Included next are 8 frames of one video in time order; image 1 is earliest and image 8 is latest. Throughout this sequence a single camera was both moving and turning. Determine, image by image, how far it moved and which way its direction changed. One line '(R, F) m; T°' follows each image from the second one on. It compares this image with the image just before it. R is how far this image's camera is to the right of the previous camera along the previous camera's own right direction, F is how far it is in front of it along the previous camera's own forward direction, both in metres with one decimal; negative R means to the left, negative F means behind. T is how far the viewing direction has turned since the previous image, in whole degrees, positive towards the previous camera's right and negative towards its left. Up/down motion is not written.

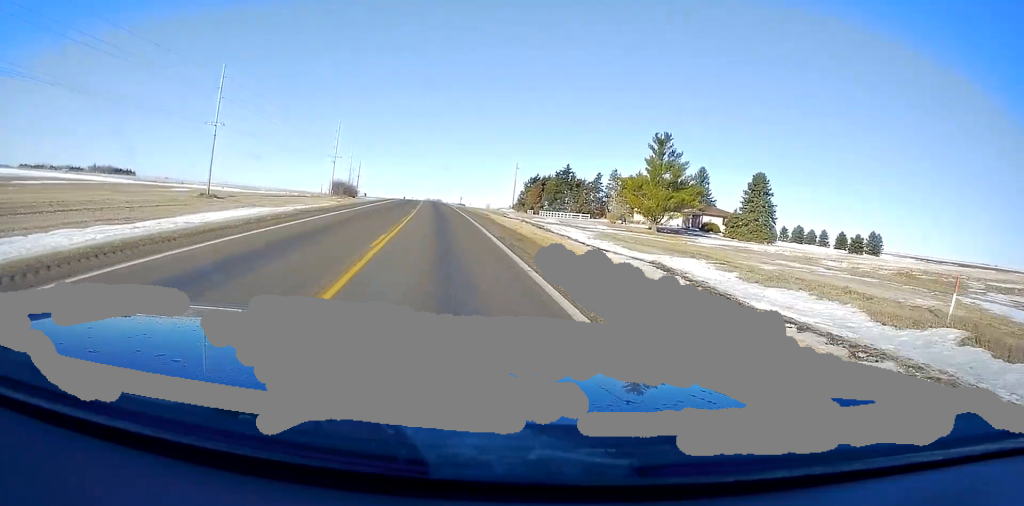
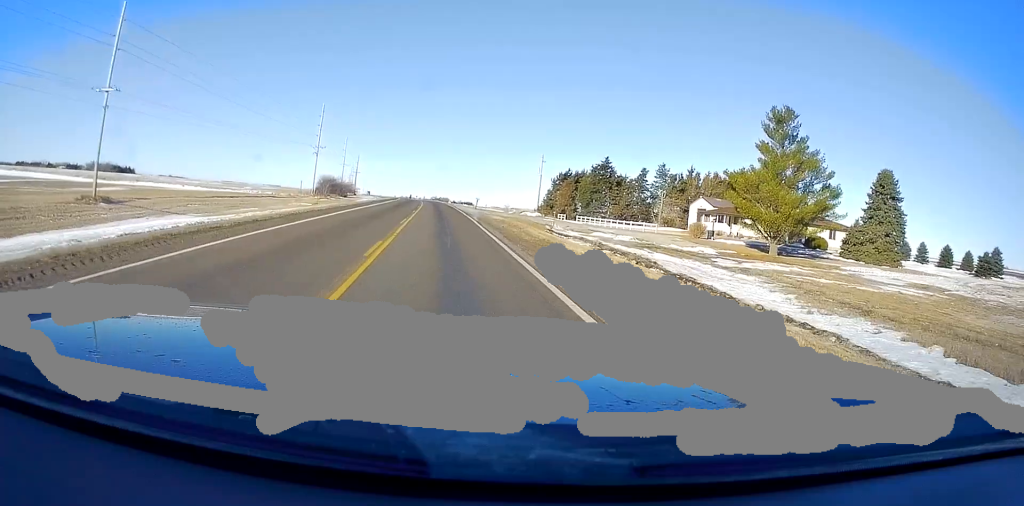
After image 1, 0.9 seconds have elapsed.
(0.0, +26.8) m; -1°
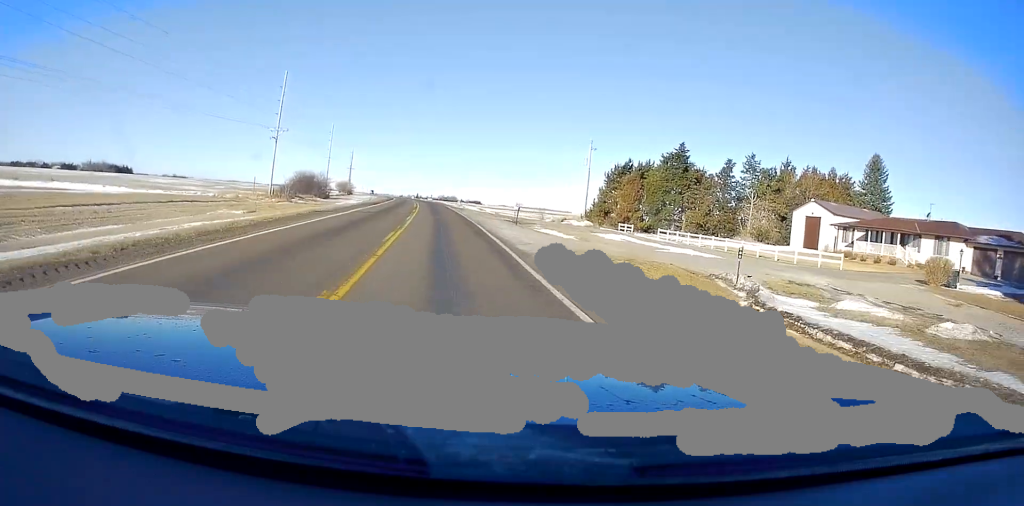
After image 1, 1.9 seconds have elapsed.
(-0.3, +32.5) m; -2°
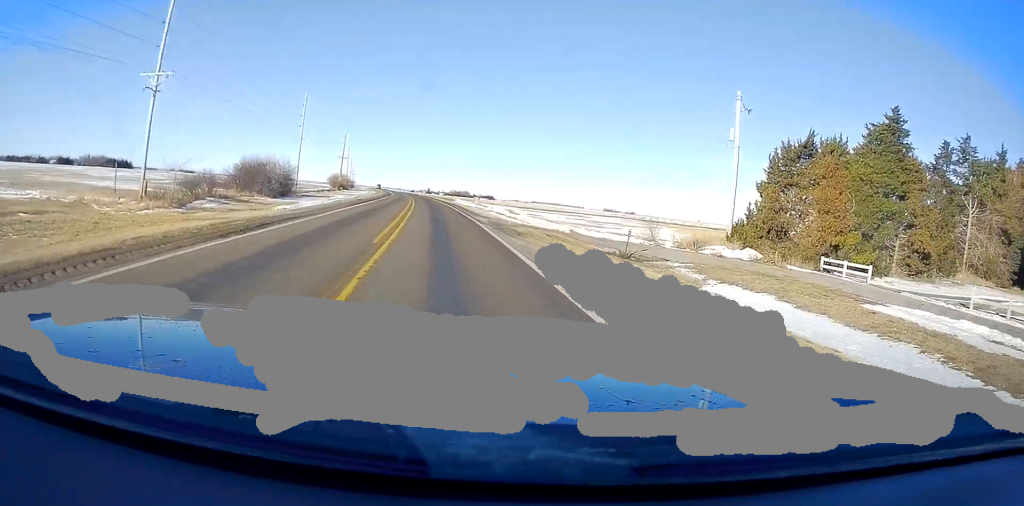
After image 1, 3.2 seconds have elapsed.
(-0.7, +39.0) m; -1°
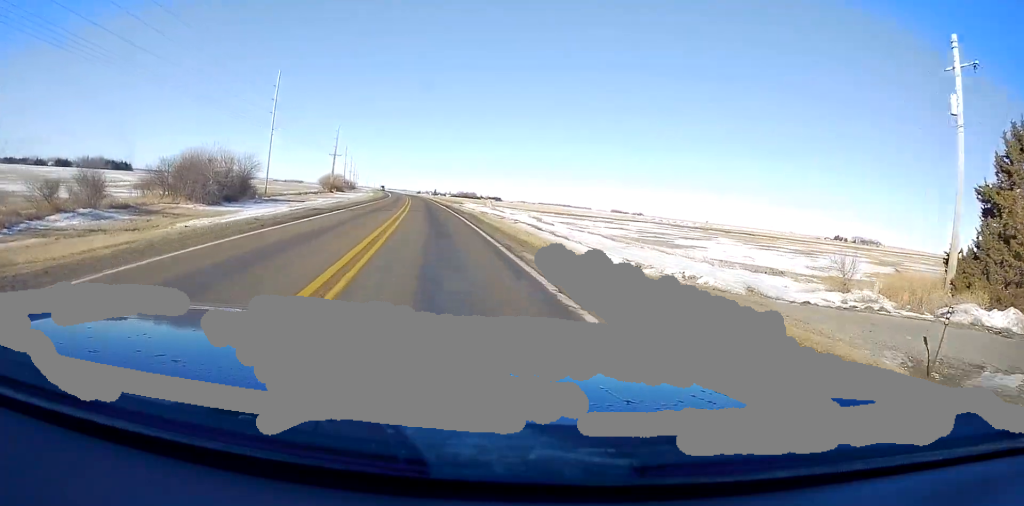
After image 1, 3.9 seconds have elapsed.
(0.0, +21.1) m; -1°
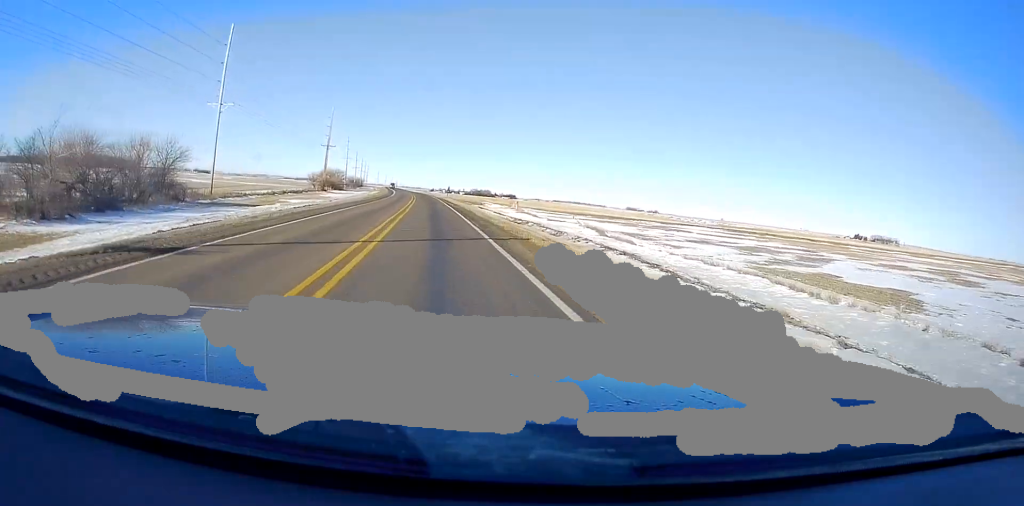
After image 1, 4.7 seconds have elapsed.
(-0.1, +23.7) m; -1°
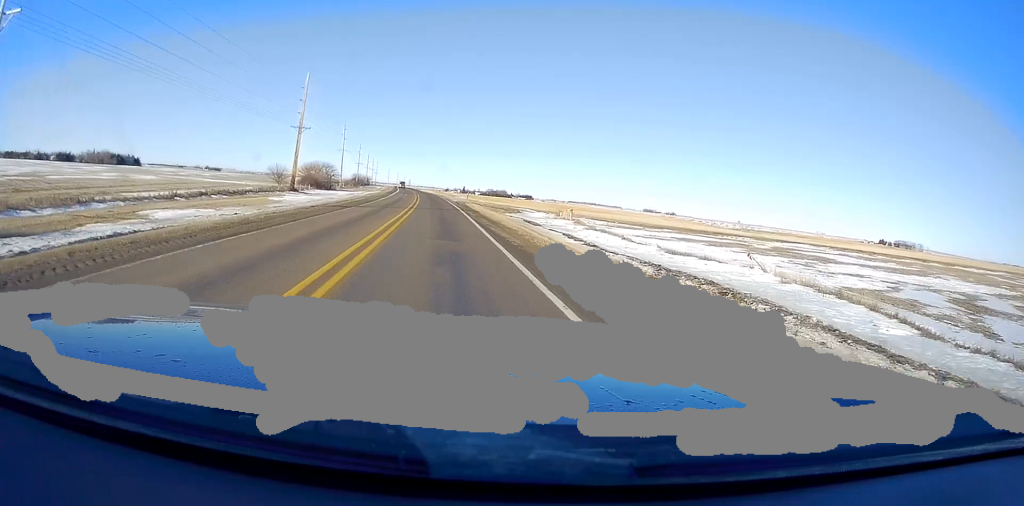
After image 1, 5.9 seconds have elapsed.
(-0.5, +34.6) m; -1°
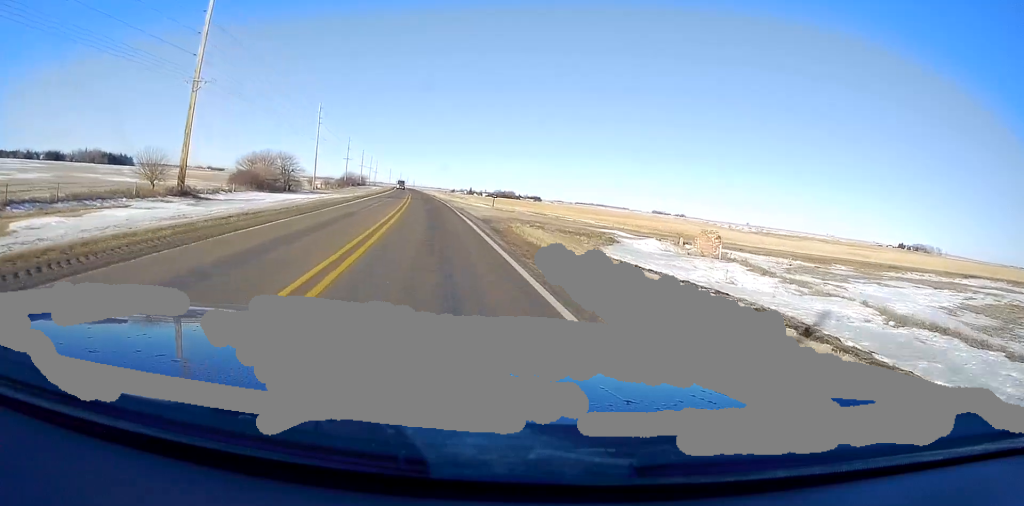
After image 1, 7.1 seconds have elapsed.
(-0.5, +39.0) m; -1°
